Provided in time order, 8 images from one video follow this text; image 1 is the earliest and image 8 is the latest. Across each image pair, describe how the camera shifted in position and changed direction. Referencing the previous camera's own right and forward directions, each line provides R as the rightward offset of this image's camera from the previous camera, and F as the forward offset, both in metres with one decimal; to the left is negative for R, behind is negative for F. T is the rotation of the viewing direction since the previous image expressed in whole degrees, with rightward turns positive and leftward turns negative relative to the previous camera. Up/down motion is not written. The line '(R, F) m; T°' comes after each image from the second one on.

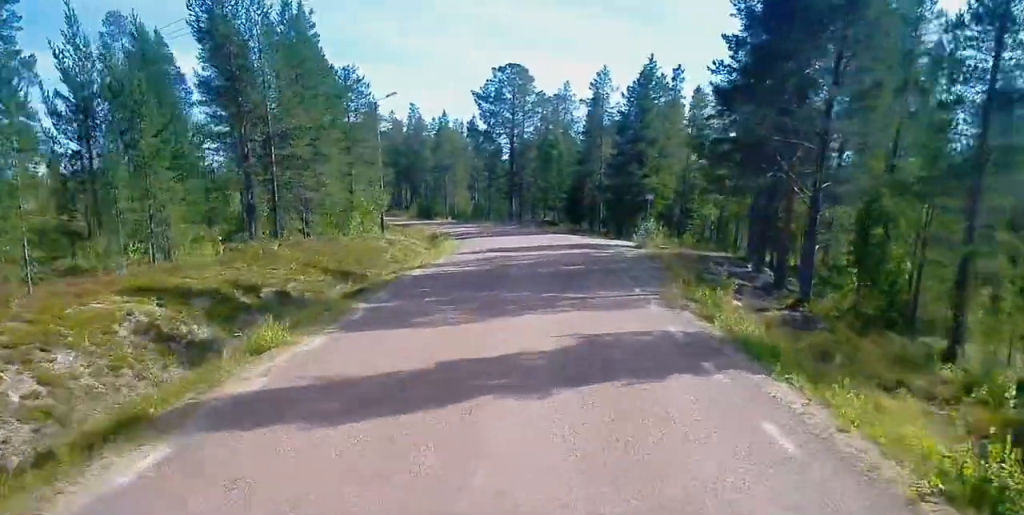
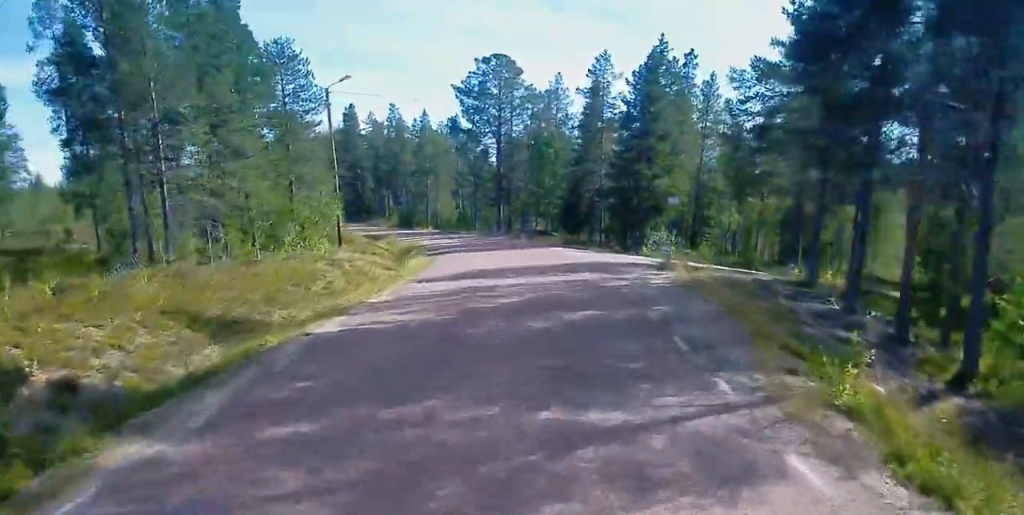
(-0.2, +9.9) m; -1°
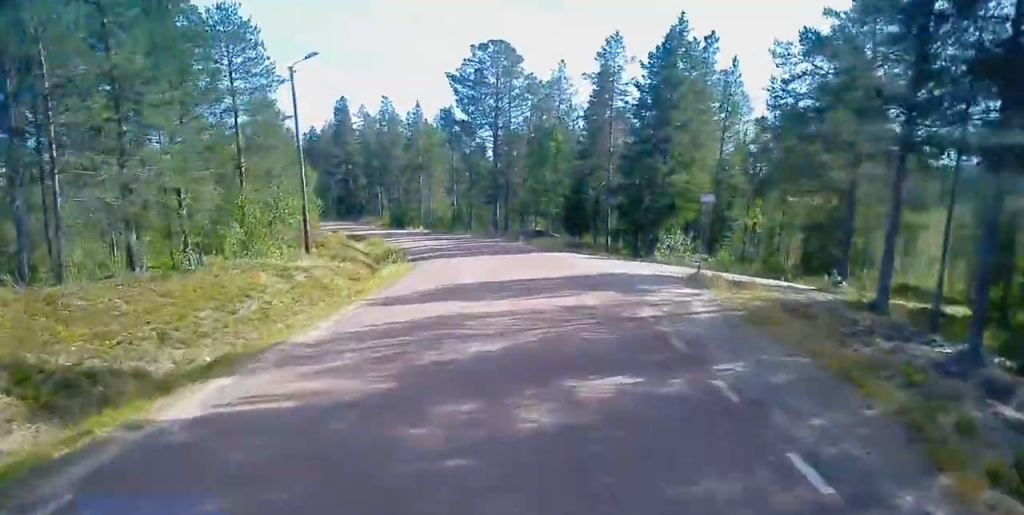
(0.0, +6.2) m; 0°
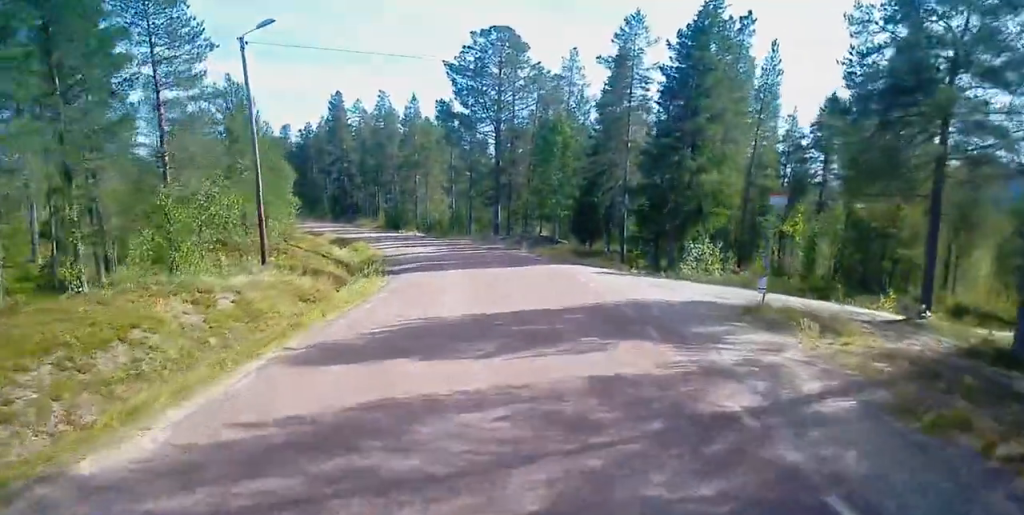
(0.0, +6.9) m; 0°
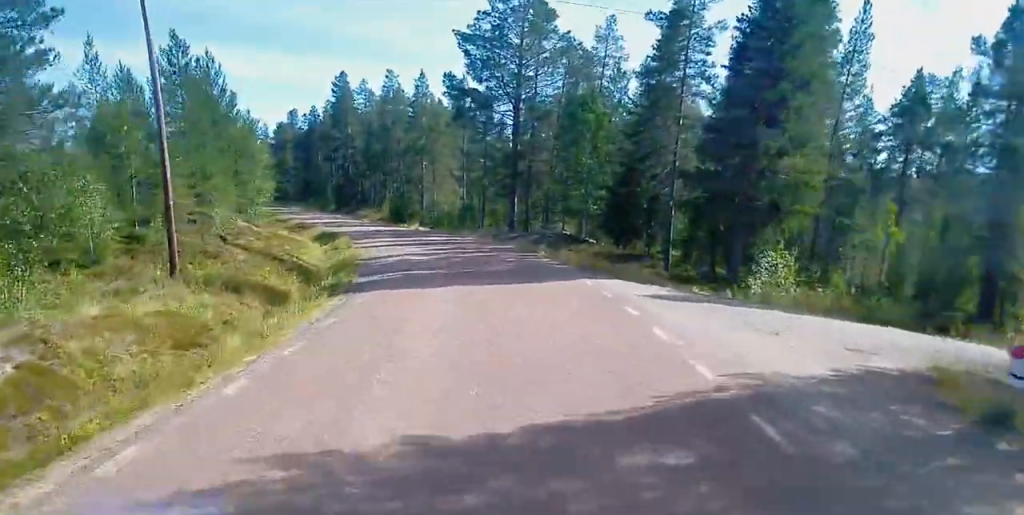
(0.0, +9.6) m; 0°
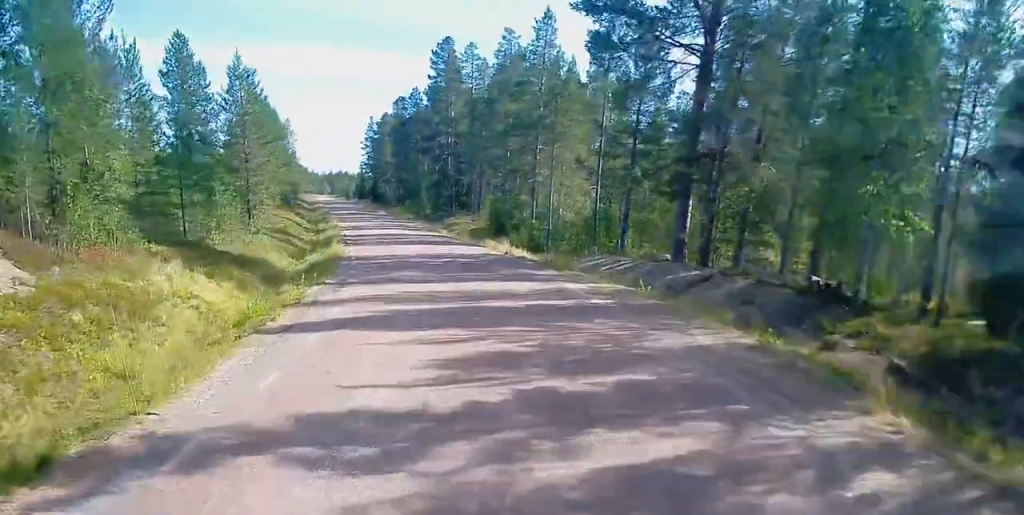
(-2.2, +26.8) m; -13°
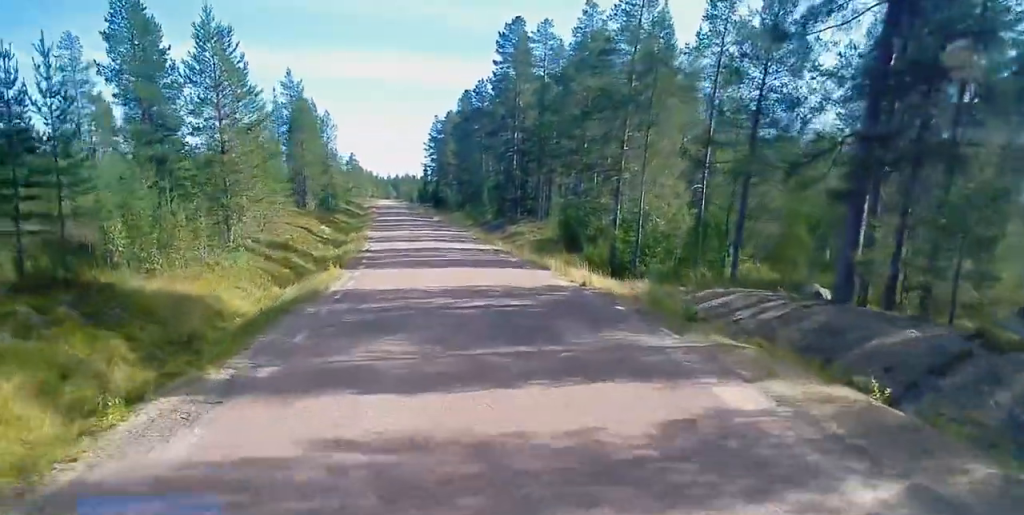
(-0.8, +11.8) m; -4°
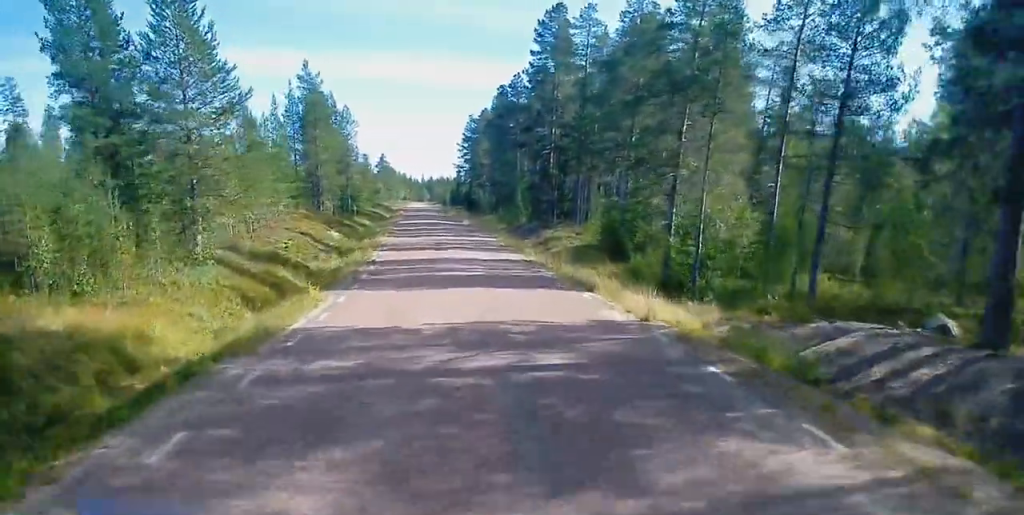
(0.0, +6.2) m; 0°
